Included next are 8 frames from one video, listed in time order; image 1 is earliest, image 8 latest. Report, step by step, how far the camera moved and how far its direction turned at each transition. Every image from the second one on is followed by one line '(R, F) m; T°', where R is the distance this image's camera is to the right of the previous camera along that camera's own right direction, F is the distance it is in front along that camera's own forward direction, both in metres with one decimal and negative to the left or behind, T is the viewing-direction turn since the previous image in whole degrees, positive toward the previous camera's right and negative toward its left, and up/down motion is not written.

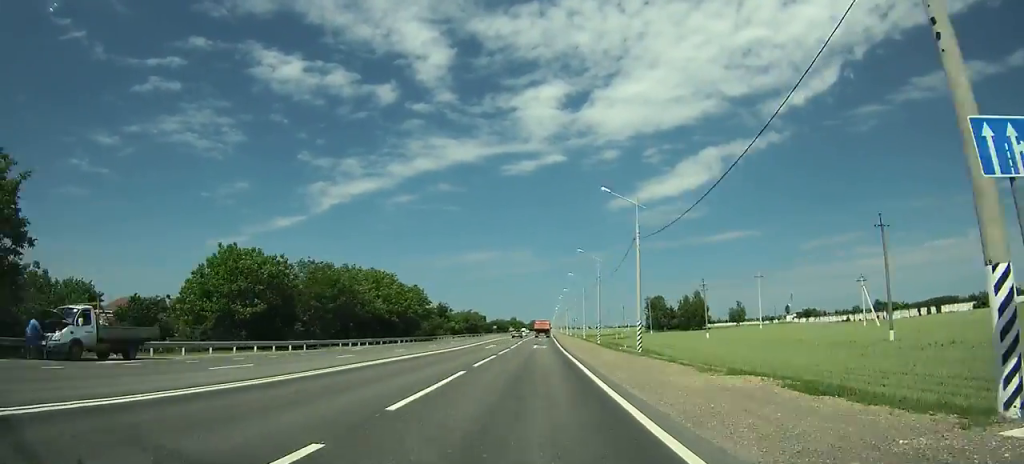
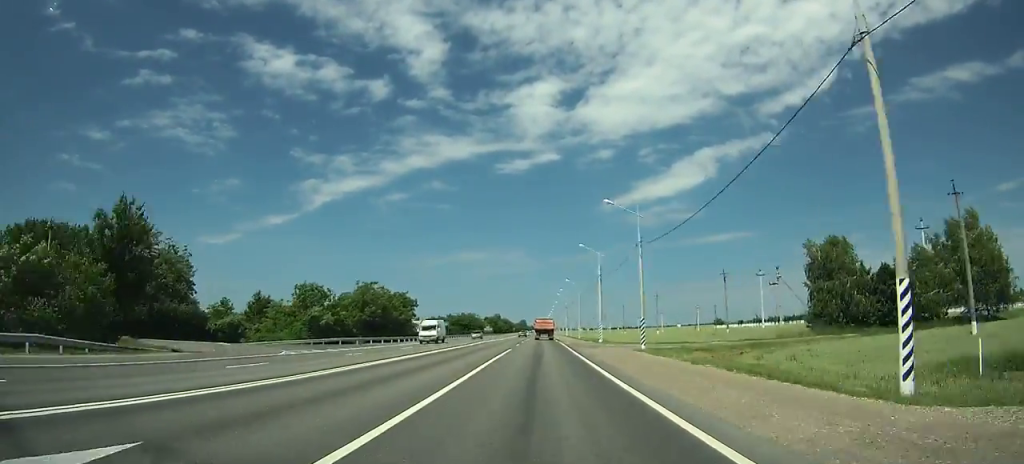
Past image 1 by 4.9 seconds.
(+0.9, +115.9) m; +1°
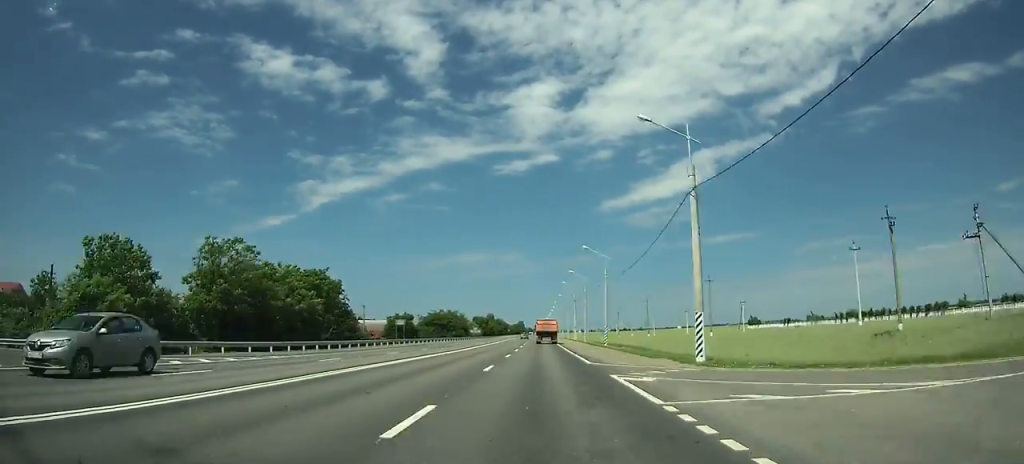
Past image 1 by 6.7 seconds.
(+0.2, +43.6) m; 0°
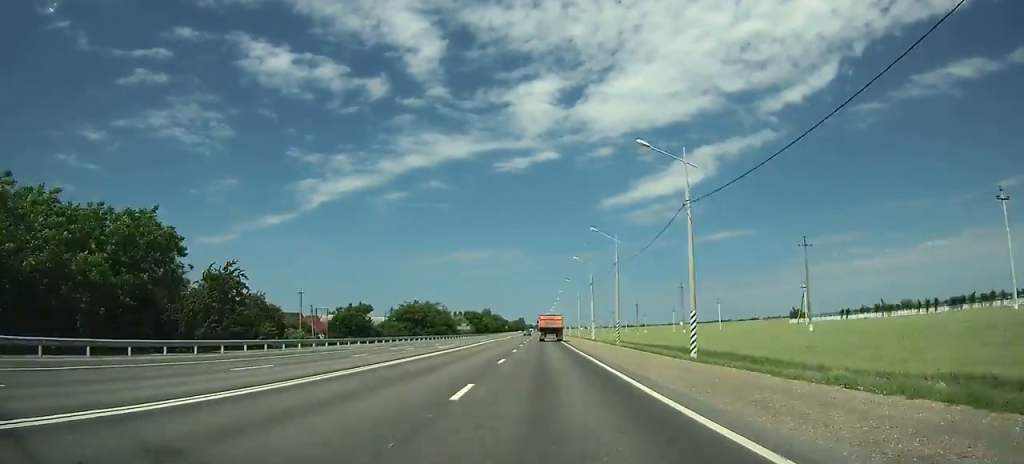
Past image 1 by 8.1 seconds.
(-0.1, +33.7) m; 0°
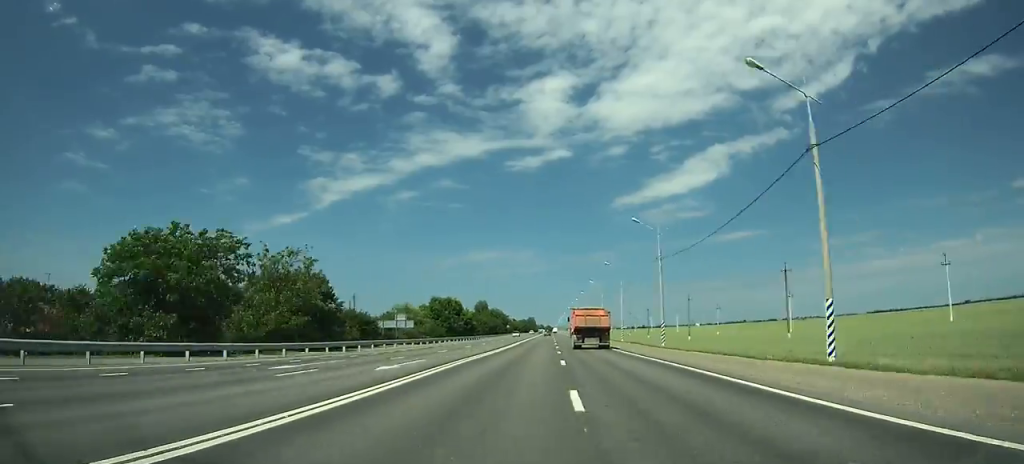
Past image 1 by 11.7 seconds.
(-0.4, +86.3) m; 0°
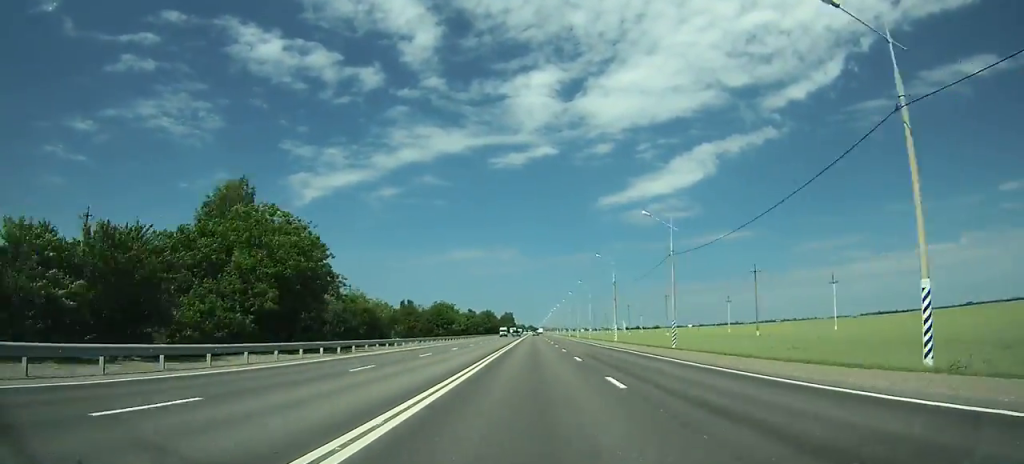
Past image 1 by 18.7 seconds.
(+0.8, +173.8) m; +1°
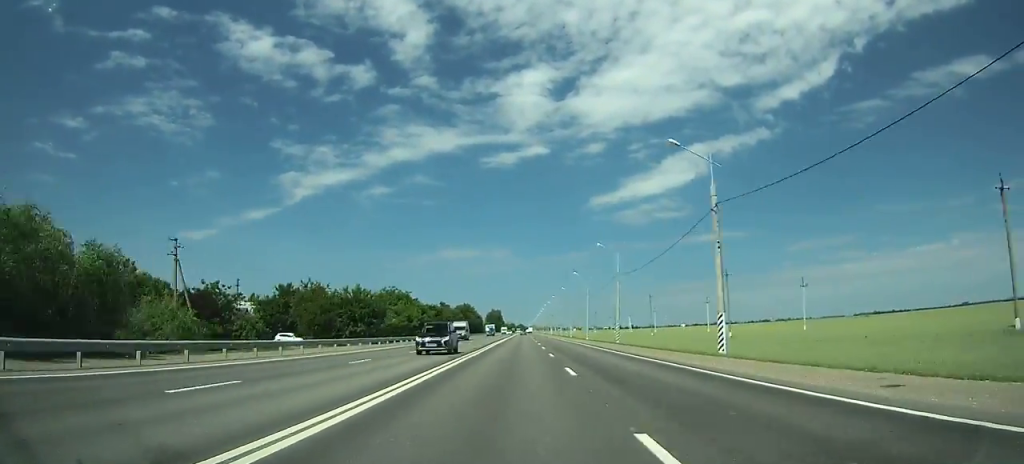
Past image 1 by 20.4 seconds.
(+0.3, +43.3) m; 0°
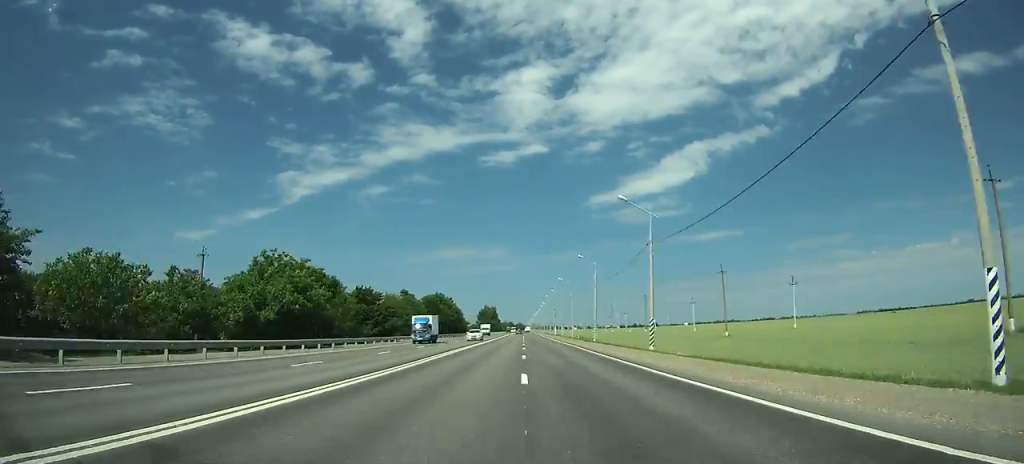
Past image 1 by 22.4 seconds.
(+0.2, +50.3) m; 0°
